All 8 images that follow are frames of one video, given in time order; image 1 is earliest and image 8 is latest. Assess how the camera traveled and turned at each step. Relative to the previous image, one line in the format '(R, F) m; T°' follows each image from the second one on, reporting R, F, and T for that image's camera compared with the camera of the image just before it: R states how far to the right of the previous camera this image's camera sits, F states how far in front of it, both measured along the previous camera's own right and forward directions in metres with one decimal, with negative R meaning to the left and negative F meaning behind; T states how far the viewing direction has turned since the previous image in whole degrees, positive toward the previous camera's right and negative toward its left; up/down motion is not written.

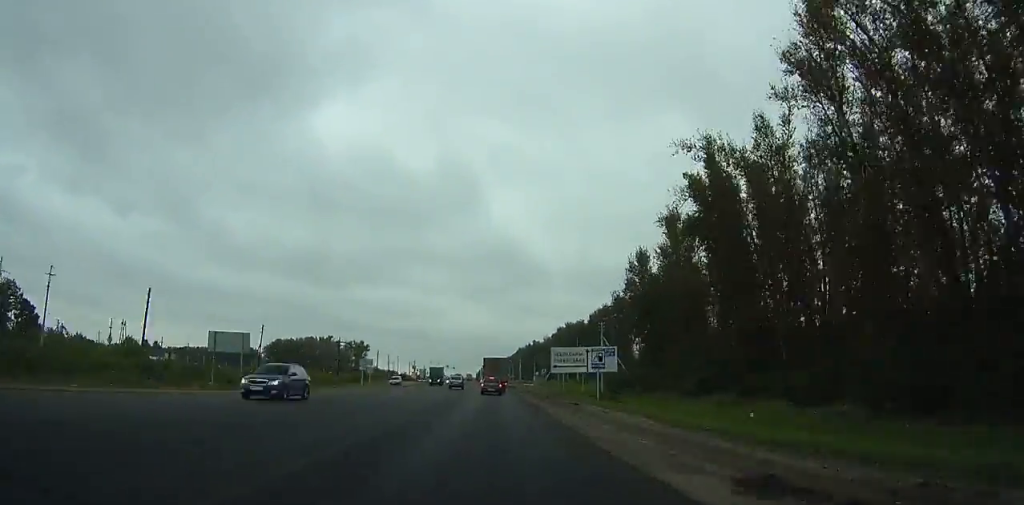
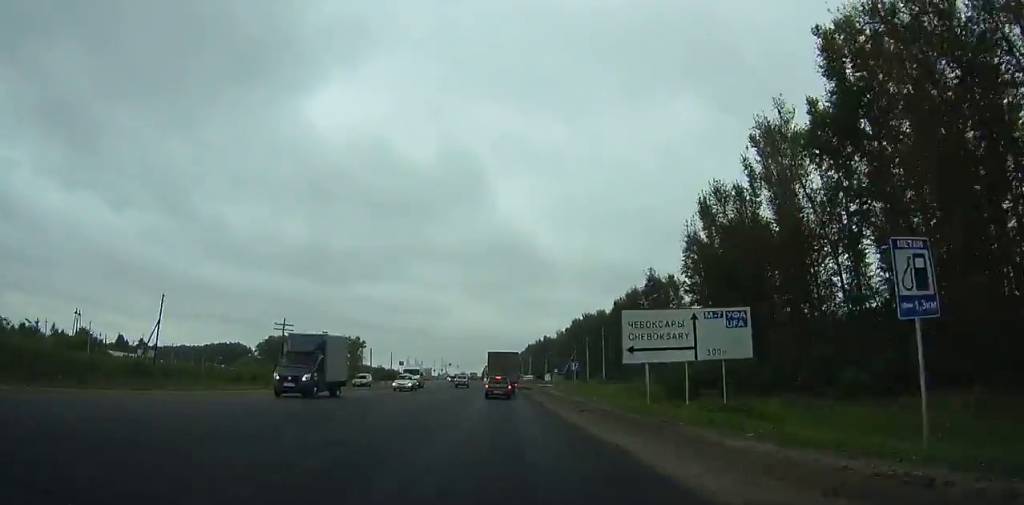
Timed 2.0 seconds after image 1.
(-0.2, +27.2) m; 0°
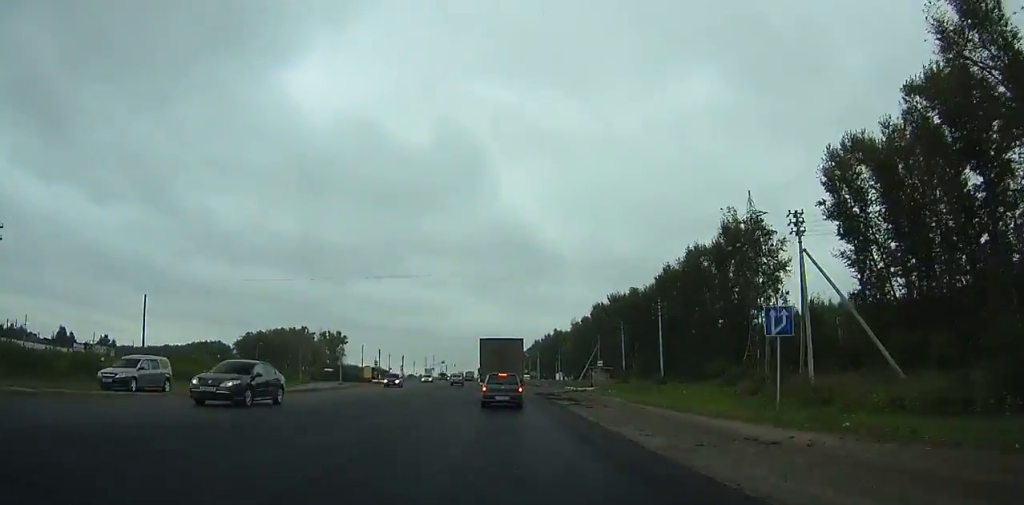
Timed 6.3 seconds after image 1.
(-0.2, +48.4) m; -1°
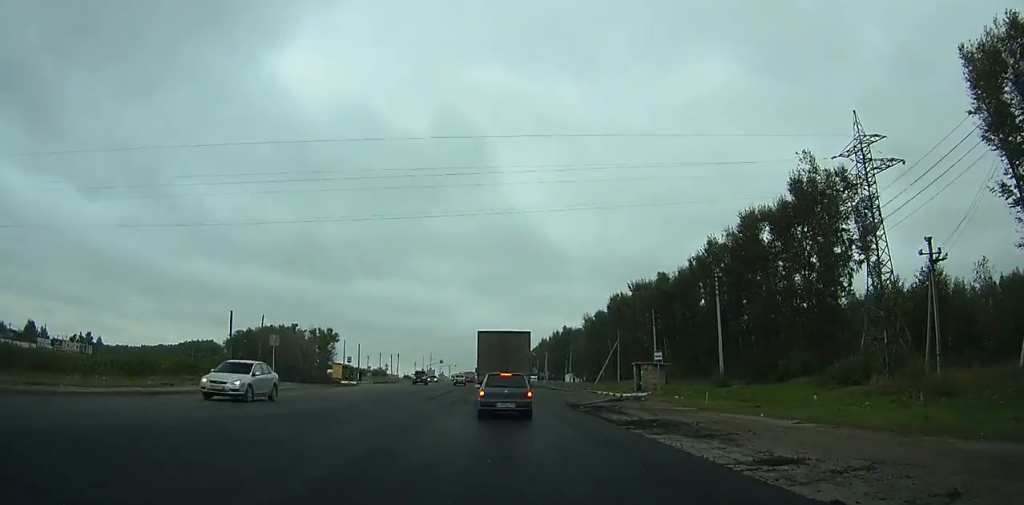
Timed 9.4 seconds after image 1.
(-0.4, +22.6) m; -1°
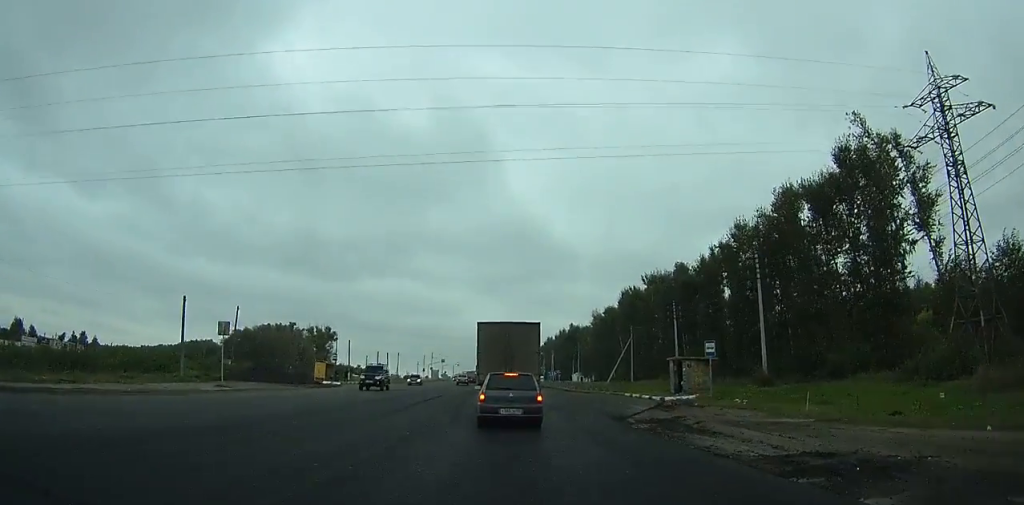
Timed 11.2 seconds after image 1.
(+0.1, +8.5) m; 0°
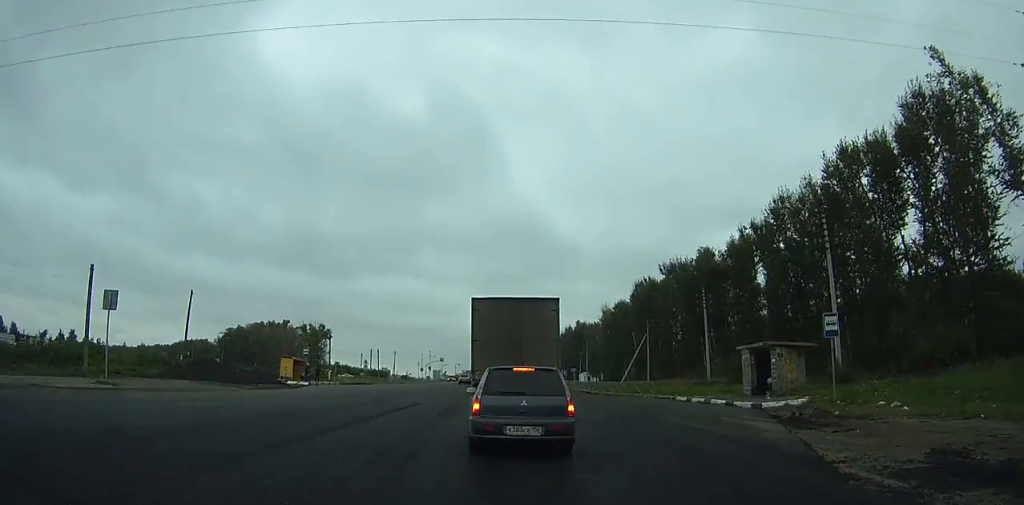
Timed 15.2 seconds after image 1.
(-0.1, +12.3) m; 0°
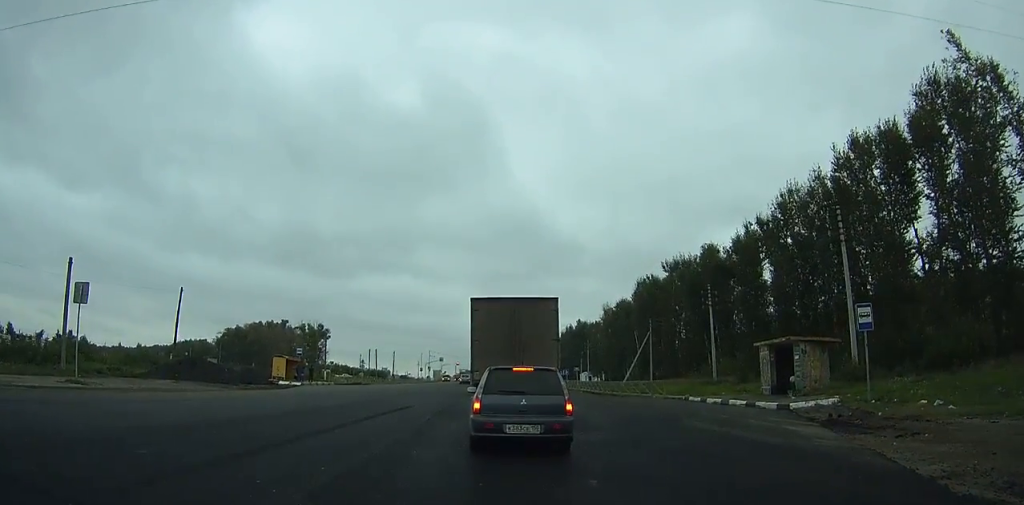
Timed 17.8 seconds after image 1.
(+0.1, +2.3) m; +3°
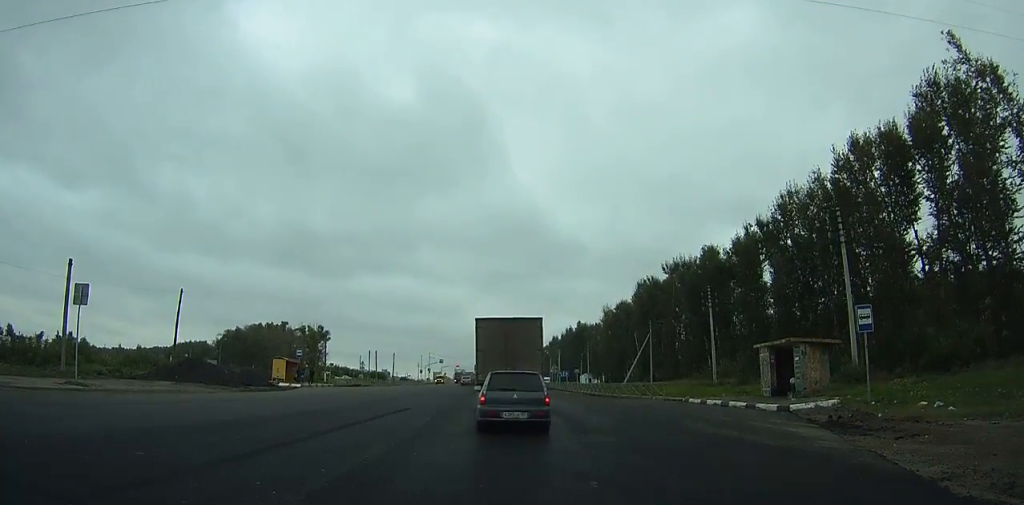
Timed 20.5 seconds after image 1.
(0.0, +1.5) m; 0°
